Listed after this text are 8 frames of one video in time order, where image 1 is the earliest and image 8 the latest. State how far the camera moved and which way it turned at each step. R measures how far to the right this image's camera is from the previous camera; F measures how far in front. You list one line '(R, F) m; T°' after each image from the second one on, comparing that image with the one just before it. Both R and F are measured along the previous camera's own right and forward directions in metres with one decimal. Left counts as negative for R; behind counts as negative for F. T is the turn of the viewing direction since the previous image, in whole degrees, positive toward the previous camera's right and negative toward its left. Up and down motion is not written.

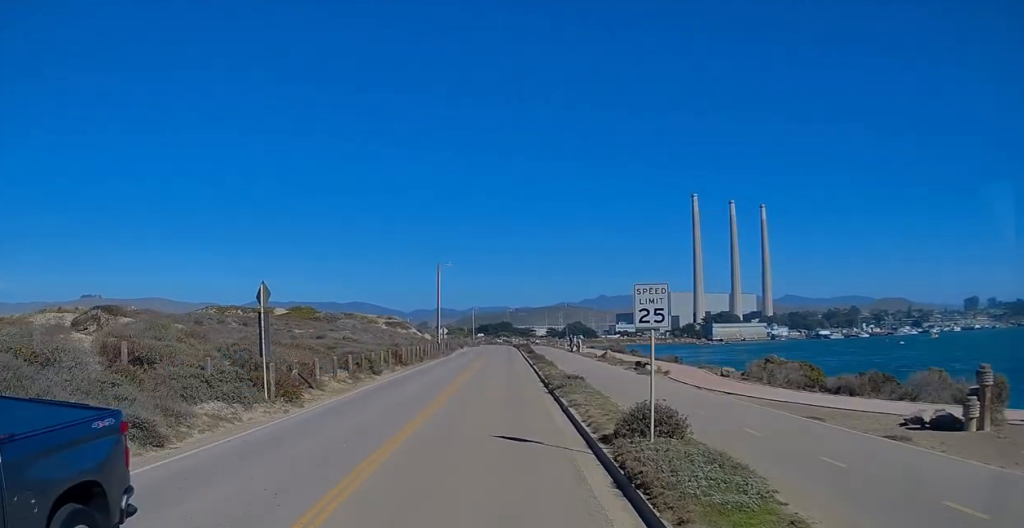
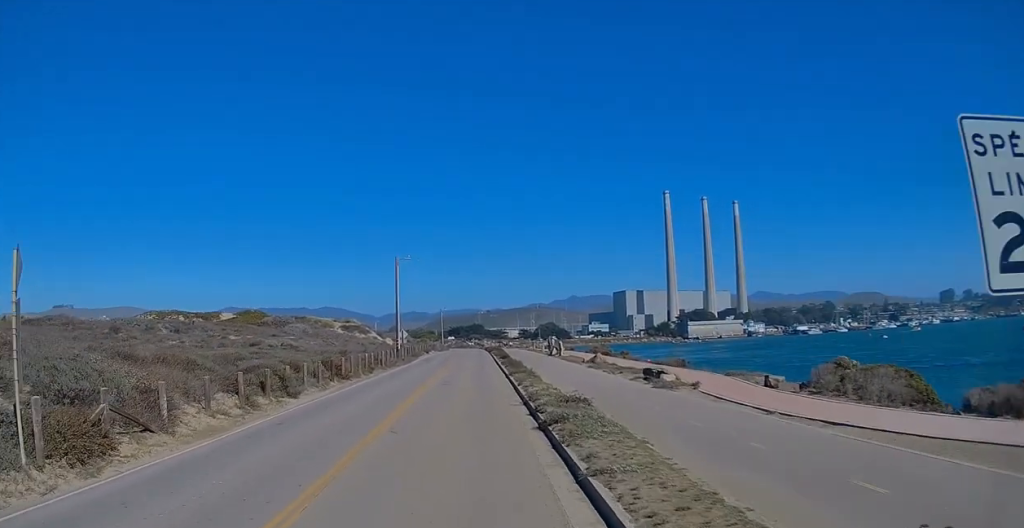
(0.0, +9.5) m; 0°
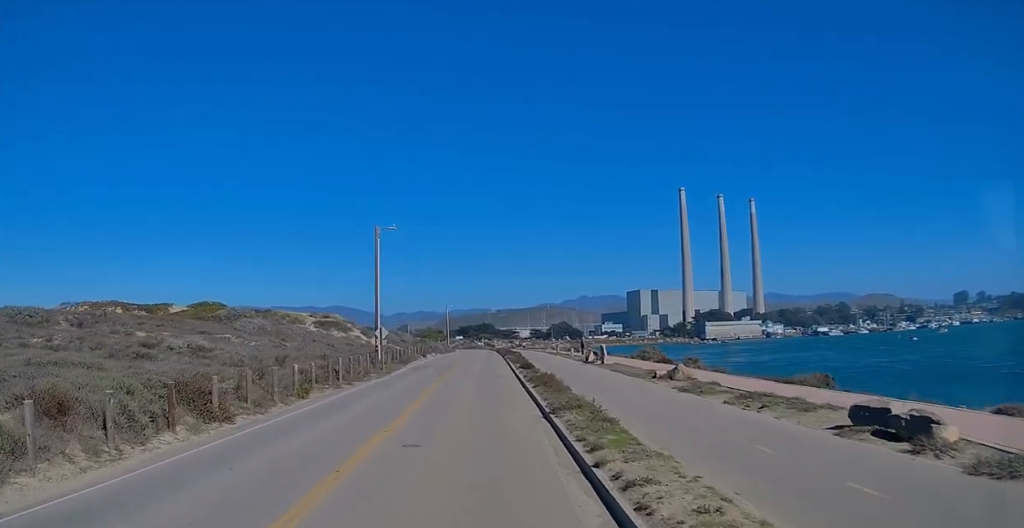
(-0.2, +16.4) m; 0°
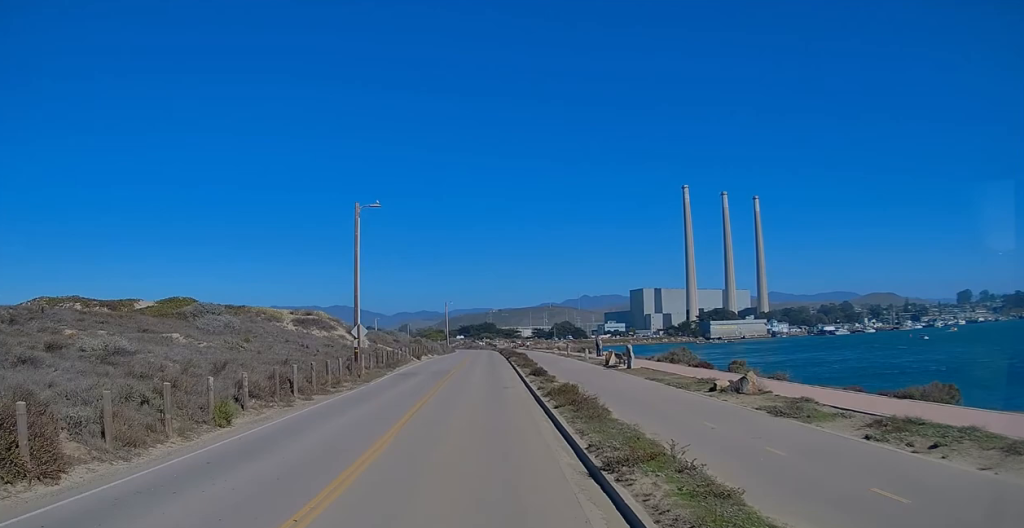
(+0.1, +7.6) m; +1°
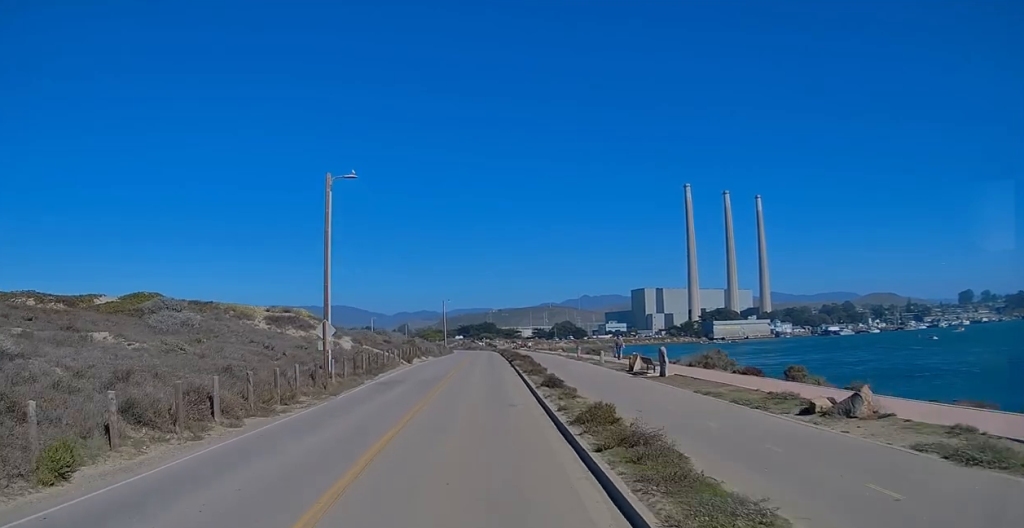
(0.0, +7.6) m; 0°
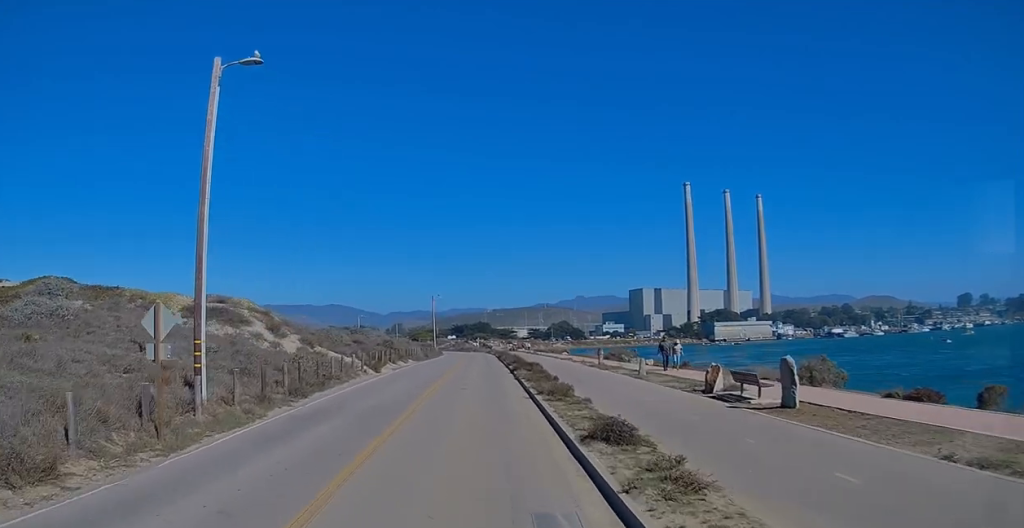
(0.0, +13.3) m; -1°
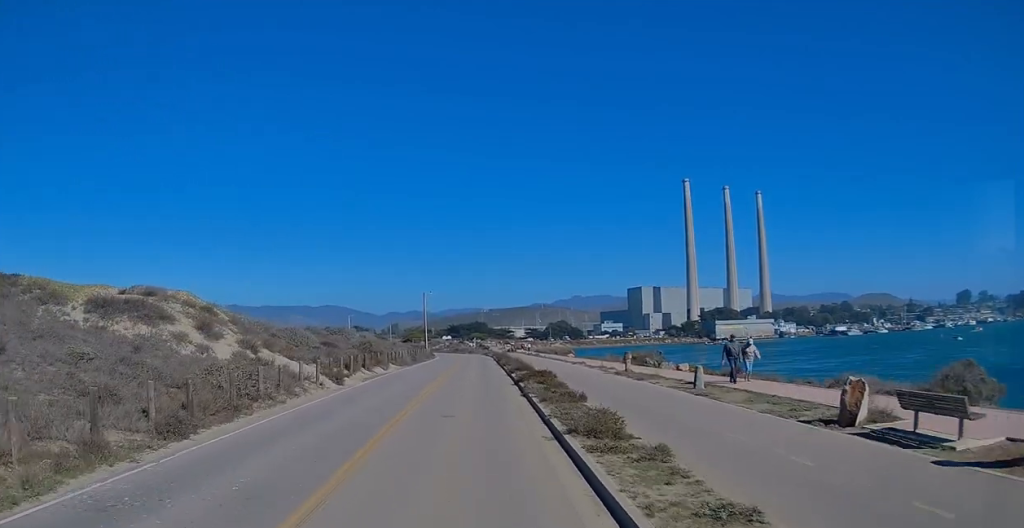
(0.0, +8.9) m; 0°
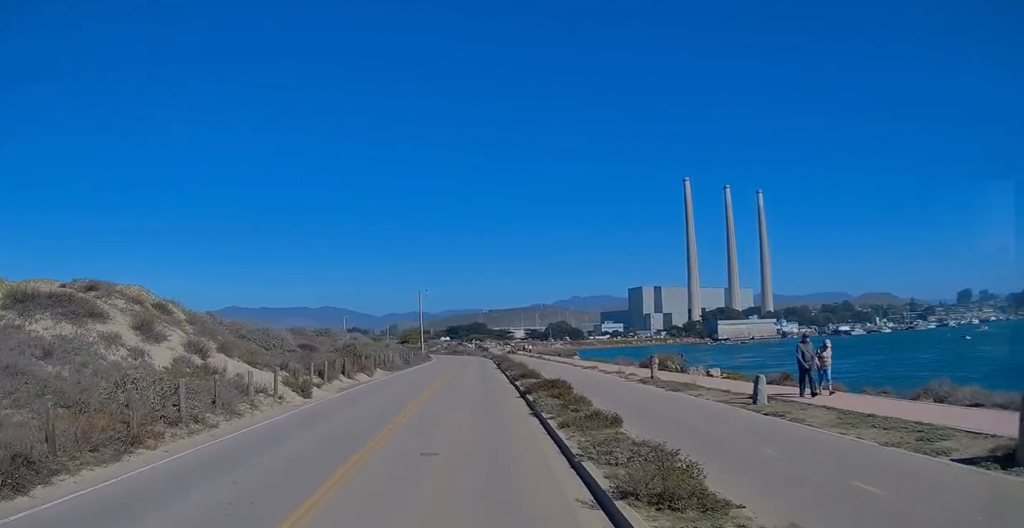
(+0.1, +5.3) m; 0°
